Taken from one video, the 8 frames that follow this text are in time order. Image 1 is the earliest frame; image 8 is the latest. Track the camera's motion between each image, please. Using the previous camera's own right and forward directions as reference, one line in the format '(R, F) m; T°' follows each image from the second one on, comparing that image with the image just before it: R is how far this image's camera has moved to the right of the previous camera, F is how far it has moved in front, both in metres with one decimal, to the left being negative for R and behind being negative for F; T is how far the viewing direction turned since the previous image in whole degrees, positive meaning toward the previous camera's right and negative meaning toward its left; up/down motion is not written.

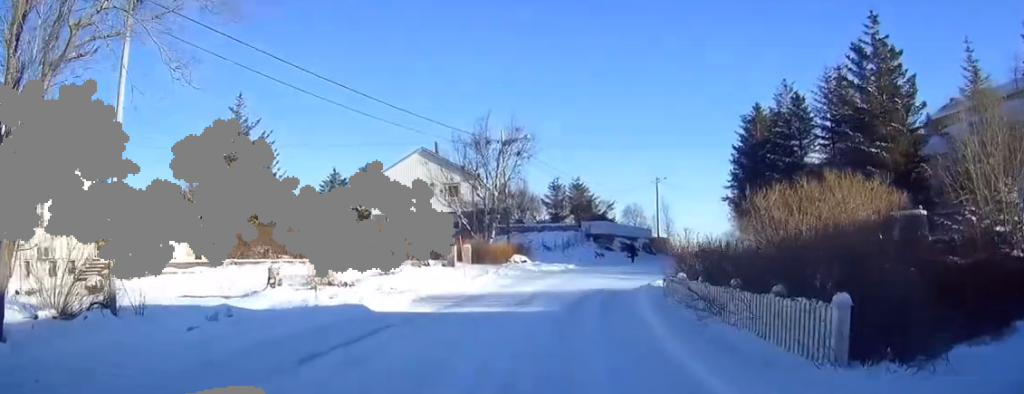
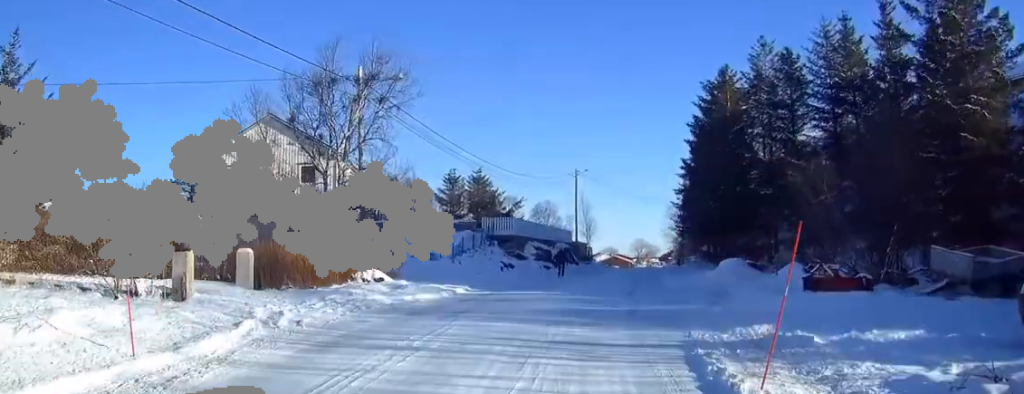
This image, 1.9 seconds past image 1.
(+1.2, +17.5) m; +9°
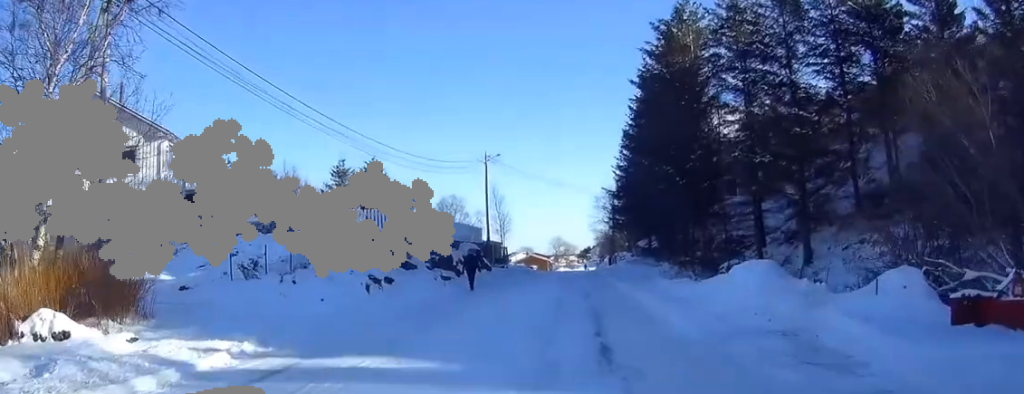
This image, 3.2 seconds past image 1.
(+0.8, +13.1) m; +5°
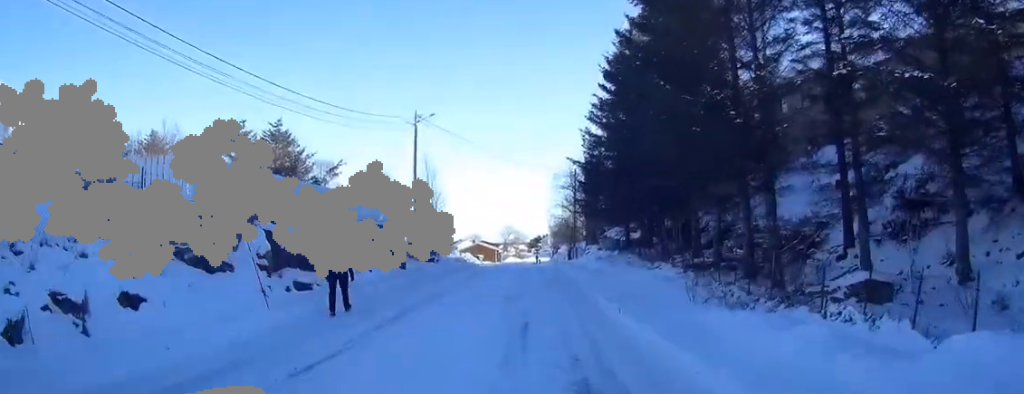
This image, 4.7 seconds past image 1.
(+0.6, +14.6) m; +3°
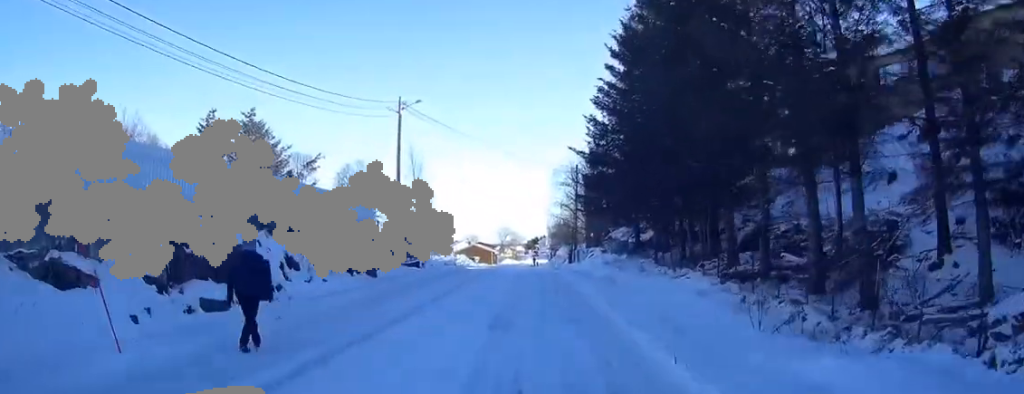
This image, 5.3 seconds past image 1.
(+0.1, +5.5) m; 0°
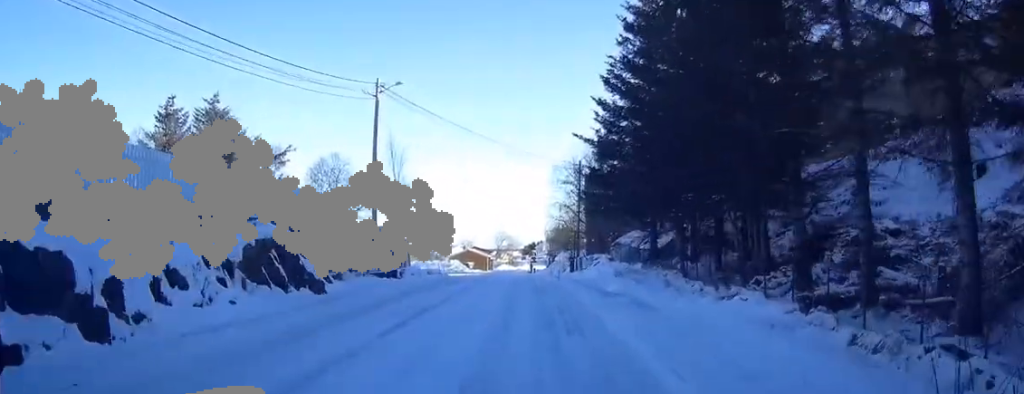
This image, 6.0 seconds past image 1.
(0.0, +6.5) m; 0°
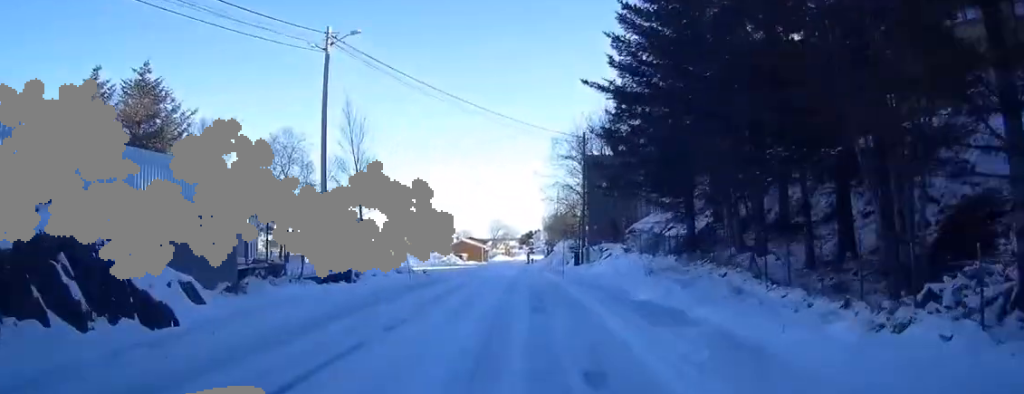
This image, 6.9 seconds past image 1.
(0.0, +9.0) m; 0°
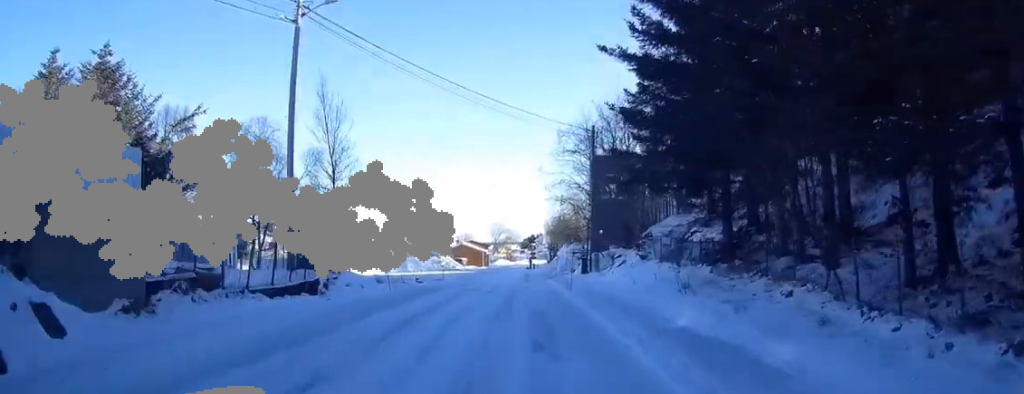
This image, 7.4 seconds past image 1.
(0.0, +4.8) m; 0°
